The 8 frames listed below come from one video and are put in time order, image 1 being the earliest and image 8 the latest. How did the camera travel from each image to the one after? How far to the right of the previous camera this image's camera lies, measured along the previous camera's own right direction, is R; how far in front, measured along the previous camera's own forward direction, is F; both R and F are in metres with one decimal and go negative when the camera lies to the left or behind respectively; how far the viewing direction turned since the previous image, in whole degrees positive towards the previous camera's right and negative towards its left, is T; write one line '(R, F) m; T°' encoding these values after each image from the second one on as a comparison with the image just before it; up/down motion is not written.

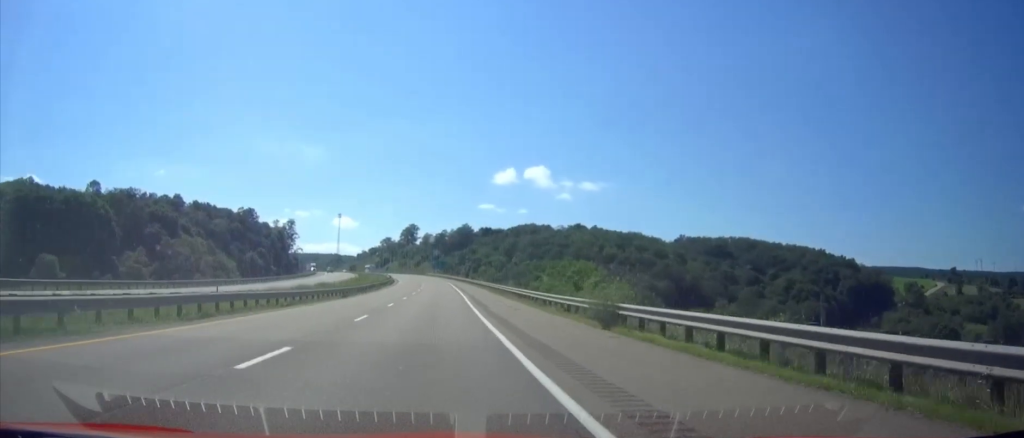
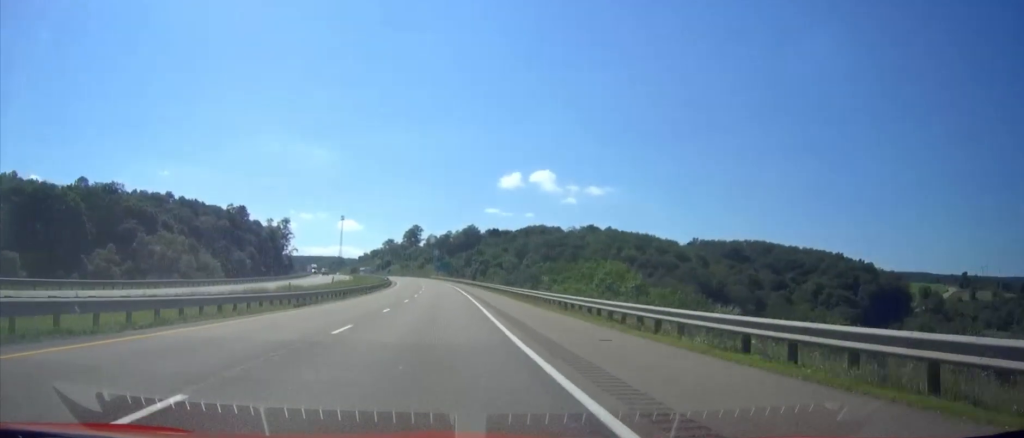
(-0.1, +17.5) m; 0°
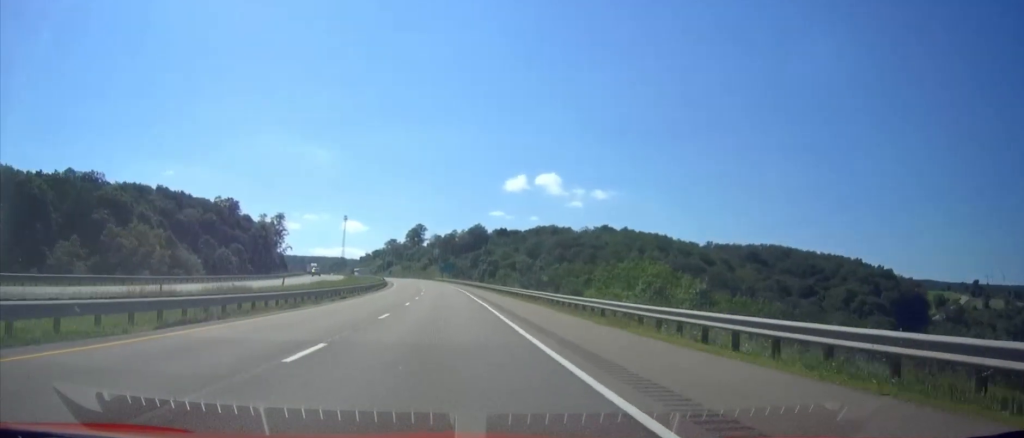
(-0.1, +17.6) m; 0°
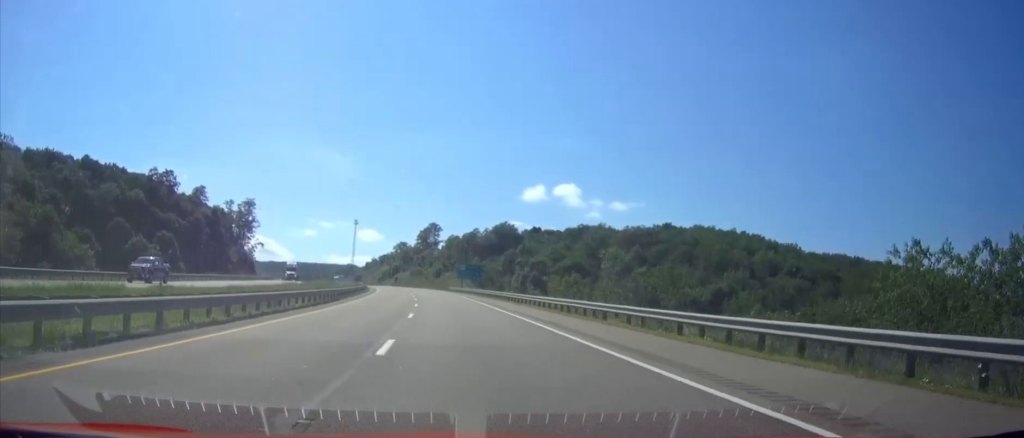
(-0.5, +59.3) m; -1°
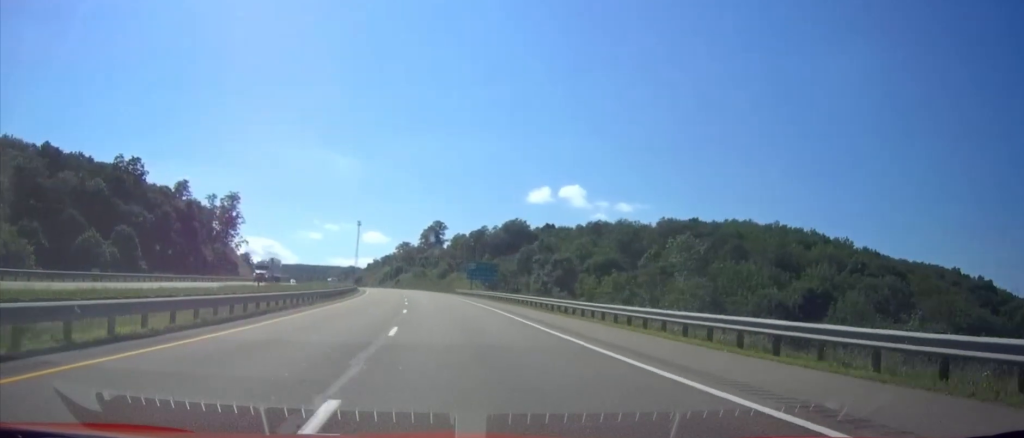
(-0.1, +19.7) m; -1°
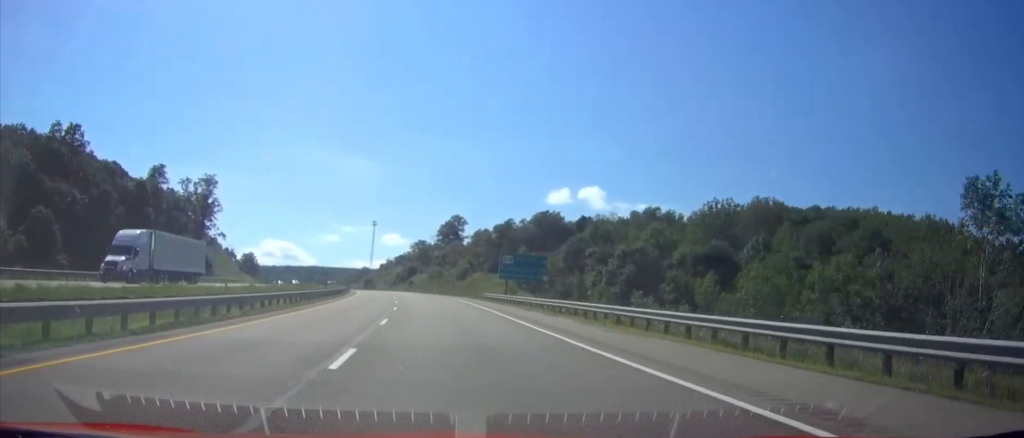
(-0.3, +30.6) m; -1°
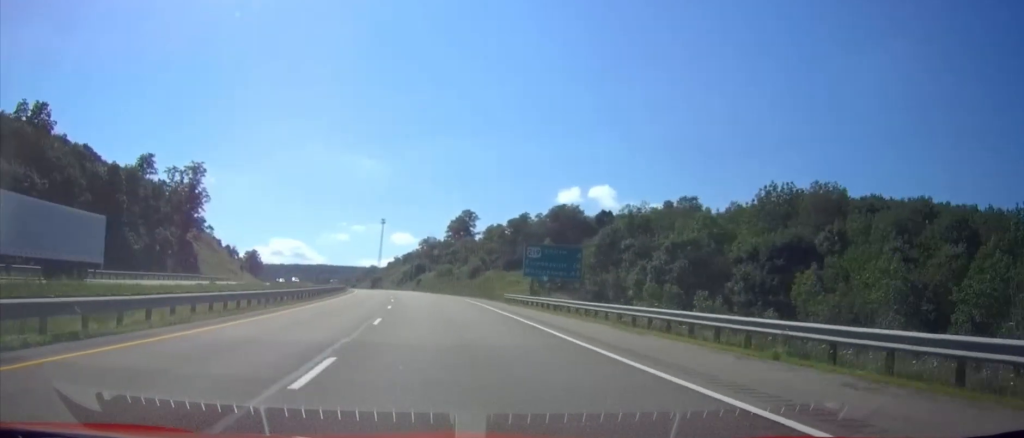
(-0.1, +13.1) m; -1°
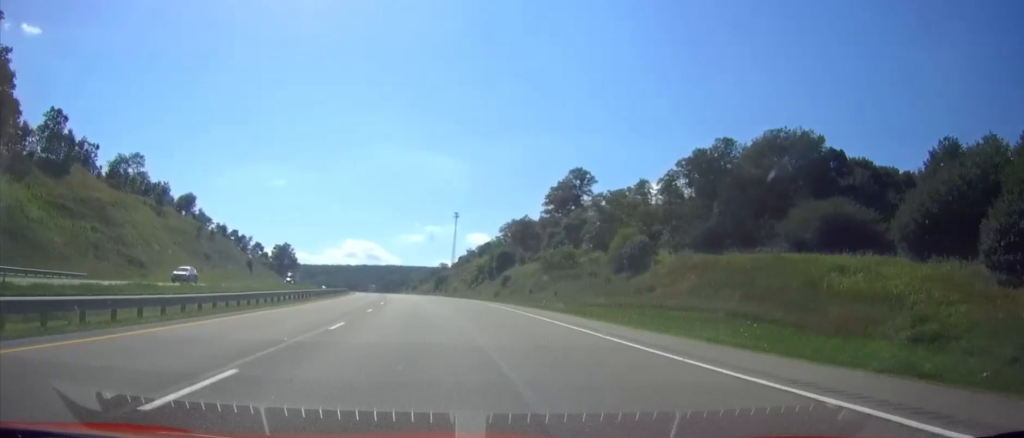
(-4.8, +86.3) m; -7°
